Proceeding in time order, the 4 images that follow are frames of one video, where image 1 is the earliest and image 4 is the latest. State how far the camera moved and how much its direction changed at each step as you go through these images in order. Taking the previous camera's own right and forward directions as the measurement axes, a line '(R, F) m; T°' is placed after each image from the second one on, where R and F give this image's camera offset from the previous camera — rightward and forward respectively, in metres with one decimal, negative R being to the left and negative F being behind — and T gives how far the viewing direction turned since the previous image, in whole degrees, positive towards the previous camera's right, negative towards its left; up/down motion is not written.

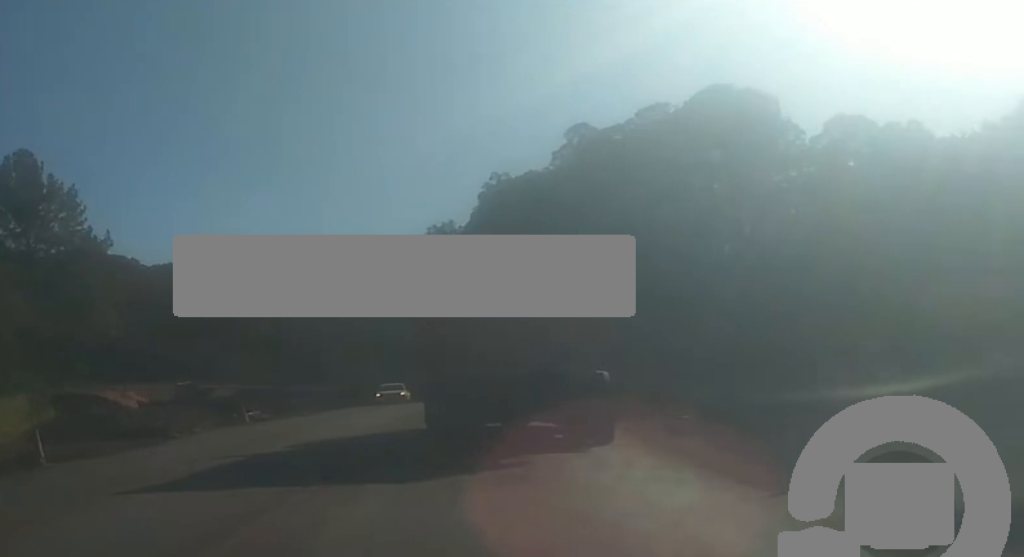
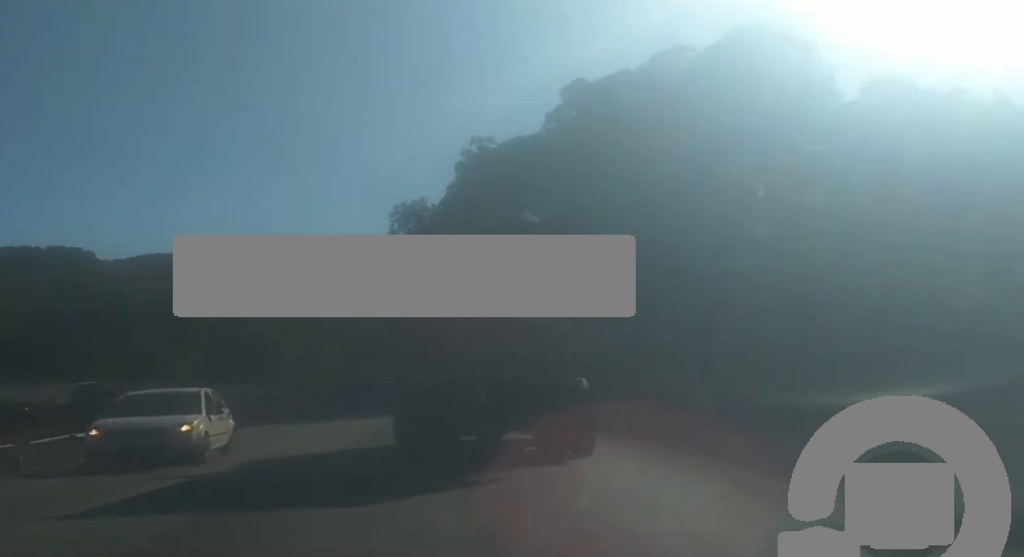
(+0.1, +25.1) m; 0°
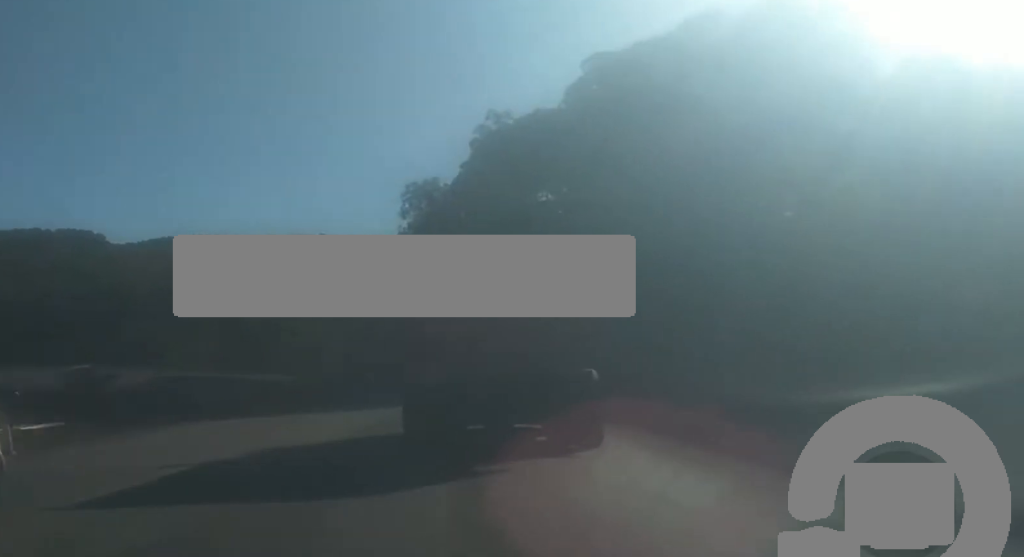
(0.0, +6.0) m; 0°
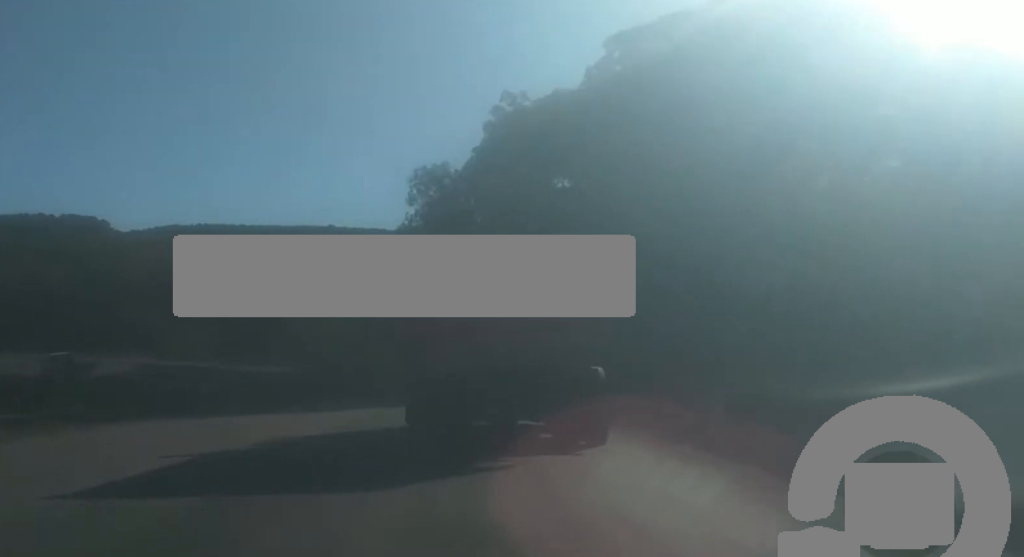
(0.0, +6.2) m; 0°
